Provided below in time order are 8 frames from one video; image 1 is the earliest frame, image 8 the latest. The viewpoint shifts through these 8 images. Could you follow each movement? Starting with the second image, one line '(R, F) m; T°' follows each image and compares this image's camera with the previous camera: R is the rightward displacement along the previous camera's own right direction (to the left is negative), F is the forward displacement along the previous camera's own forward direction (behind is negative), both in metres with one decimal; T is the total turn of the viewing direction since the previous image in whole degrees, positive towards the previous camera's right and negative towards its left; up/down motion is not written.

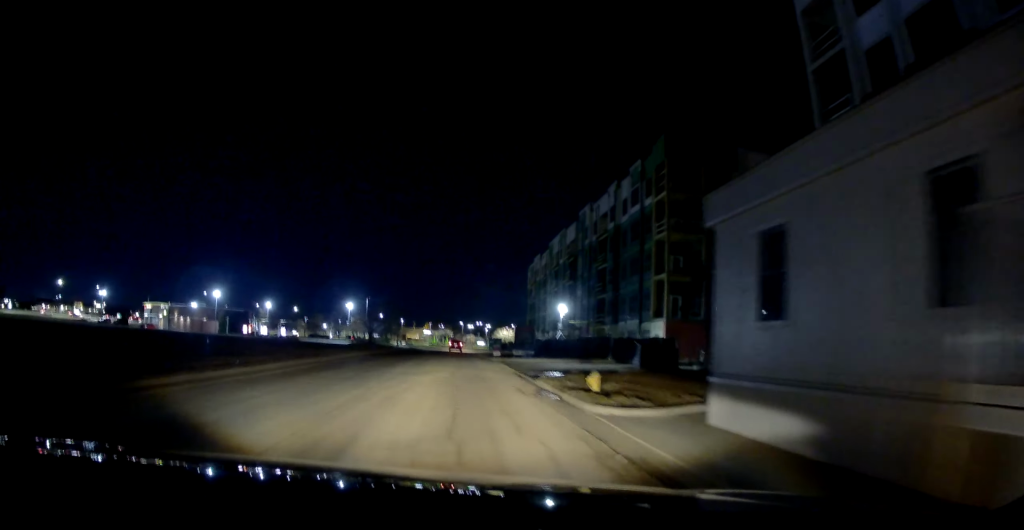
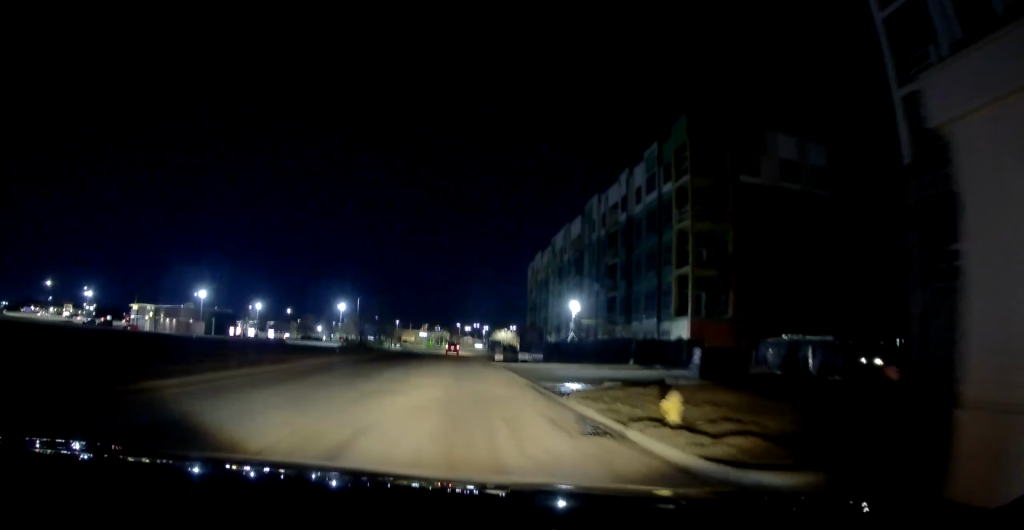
(-0.1, +5.9) m; -1°
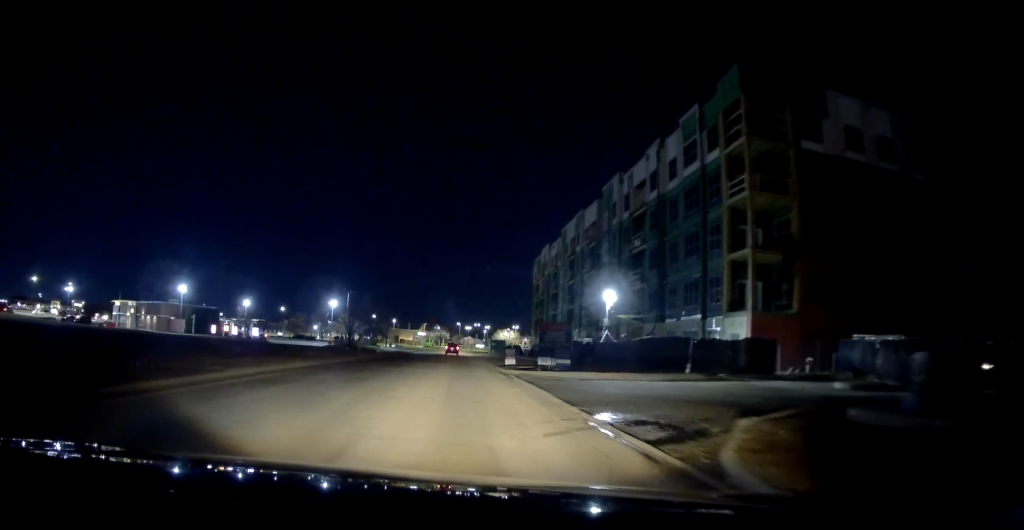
(-0.3, +9.2) m; 0°
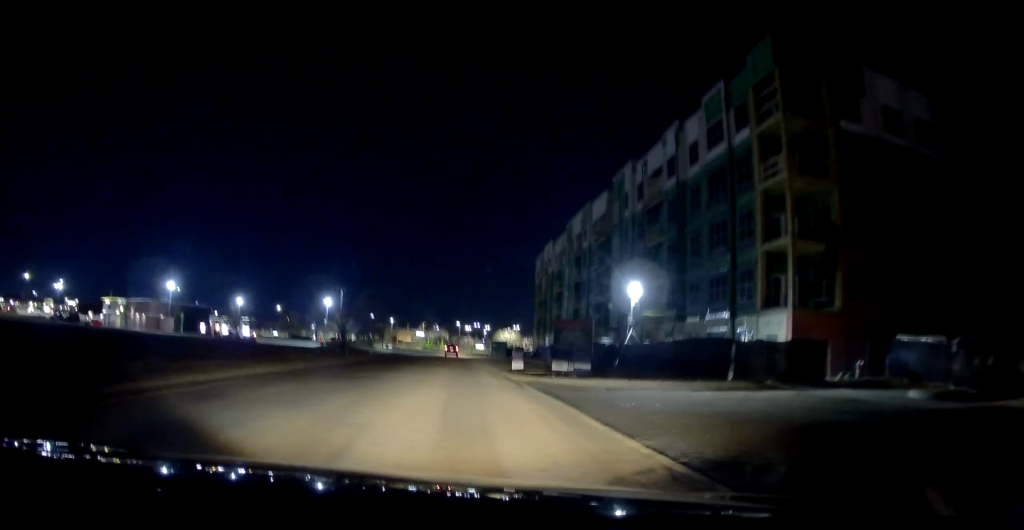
(+0.2, +4.6) m; 0°
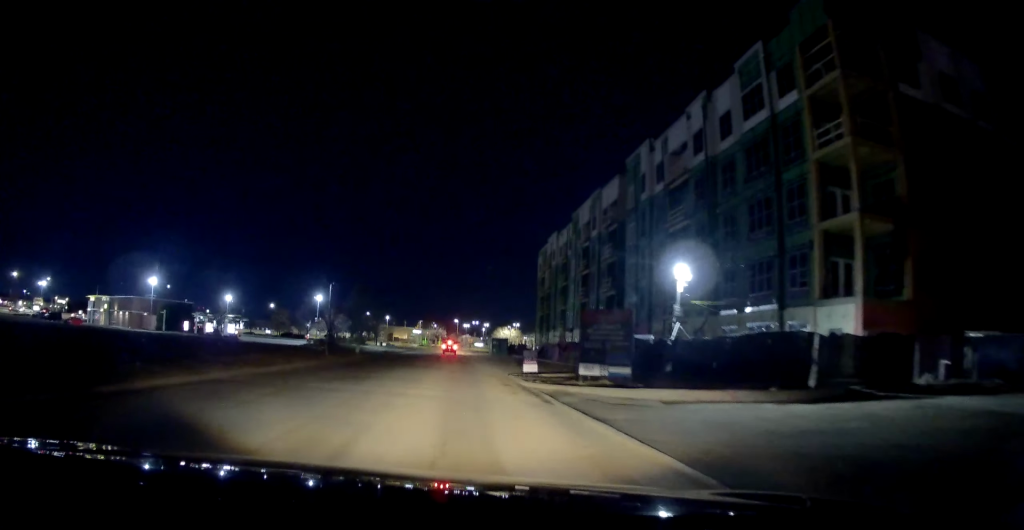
(-0.1, +6.0) m; 0°
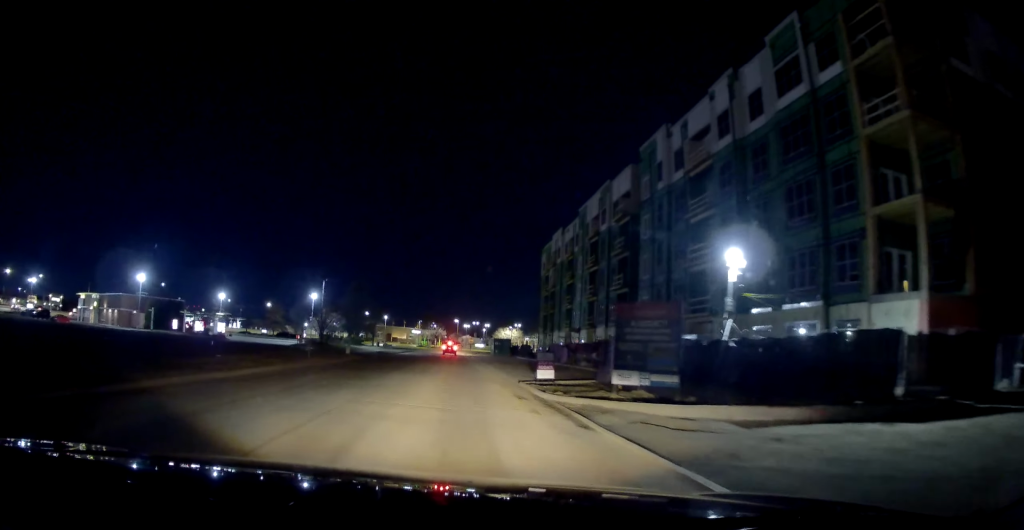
(-0.2, +4.2) m; 0°
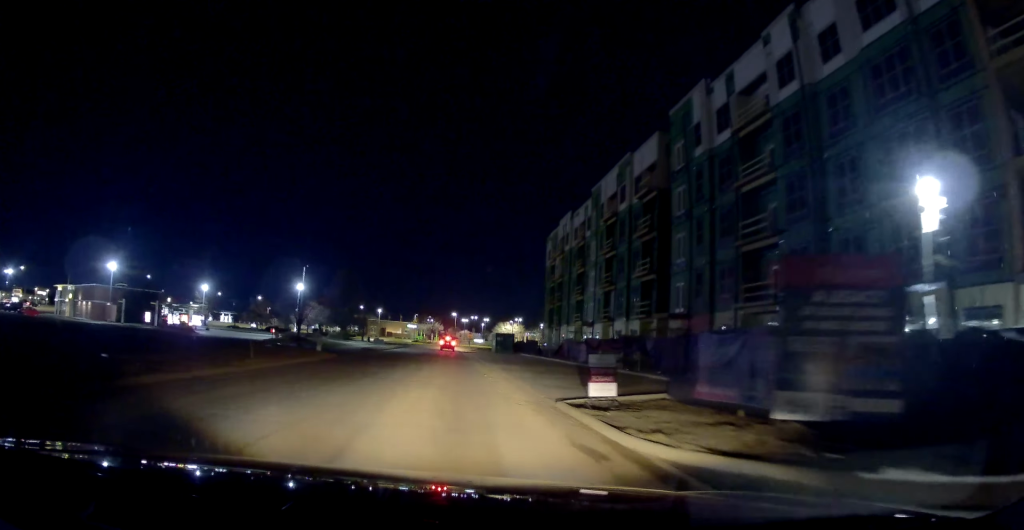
(+0.3, +8.3) m; 0°
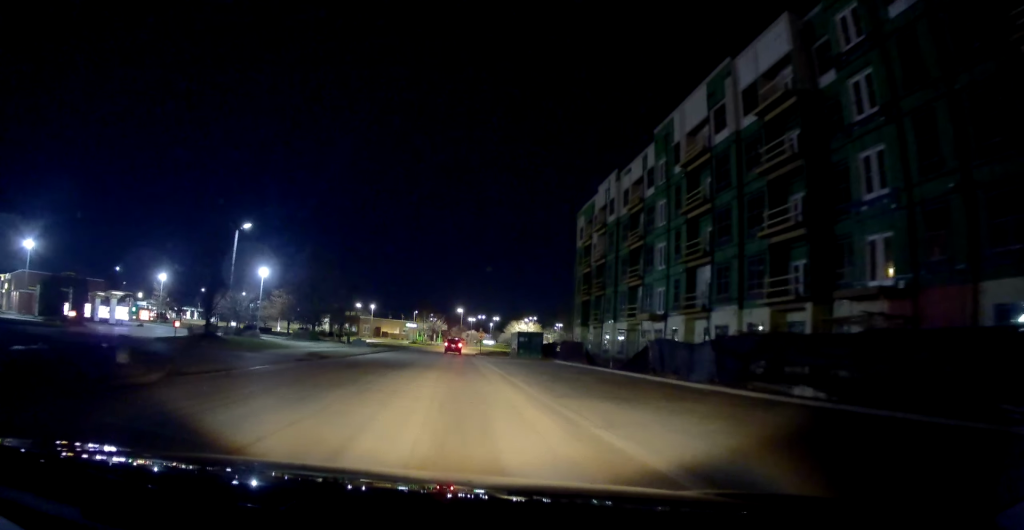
(+1.2, +20.9) m; +3°
